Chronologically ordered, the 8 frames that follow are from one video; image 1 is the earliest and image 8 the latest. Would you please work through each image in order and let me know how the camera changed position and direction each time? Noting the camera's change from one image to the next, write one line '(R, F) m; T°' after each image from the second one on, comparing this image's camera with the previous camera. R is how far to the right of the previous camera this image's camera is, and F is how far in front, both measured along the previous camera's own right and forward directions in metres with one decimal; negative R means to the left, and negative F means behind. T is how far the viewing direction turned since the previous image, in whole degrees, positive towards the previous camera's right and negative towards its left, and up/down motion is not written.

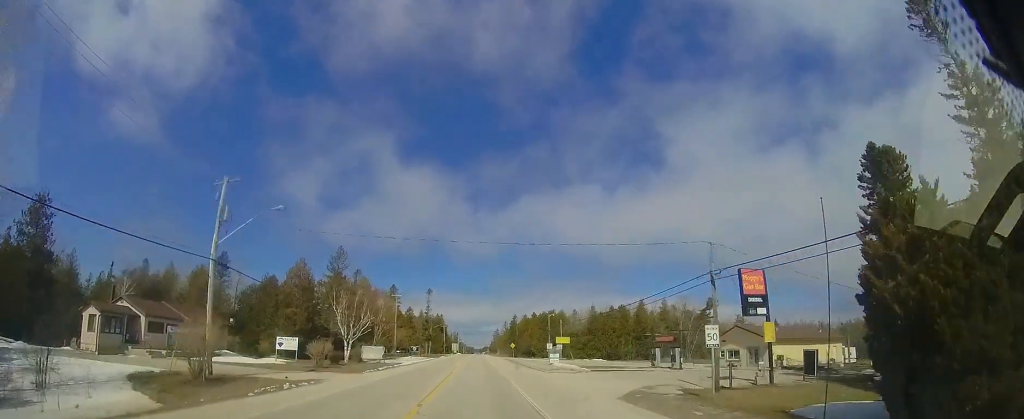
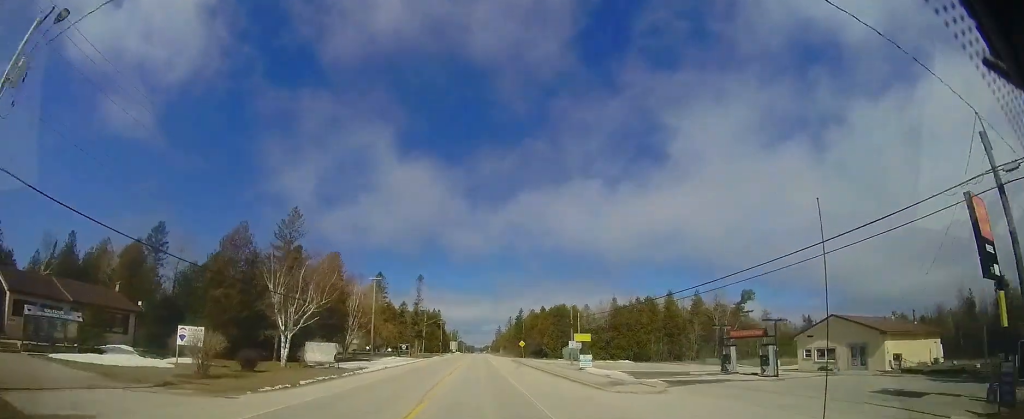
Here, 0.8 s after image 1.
(0.0, +13.7) m; +1°
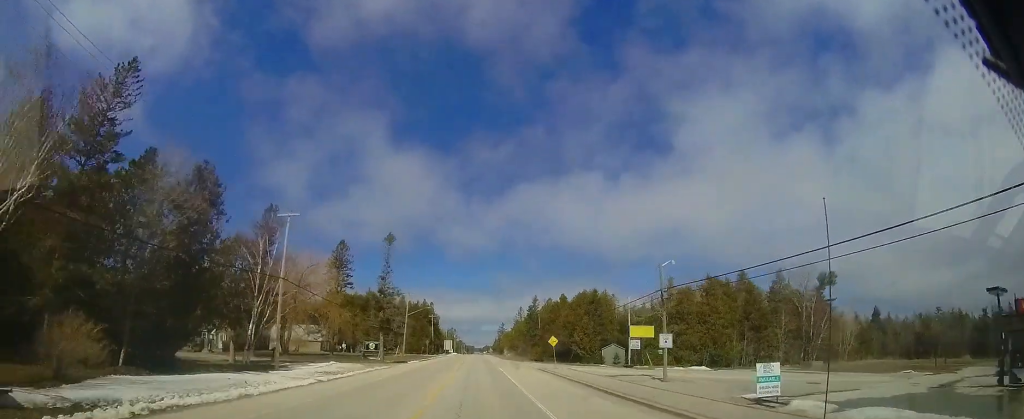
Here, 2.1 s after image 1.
(+0.3, +23.1) m; +1°
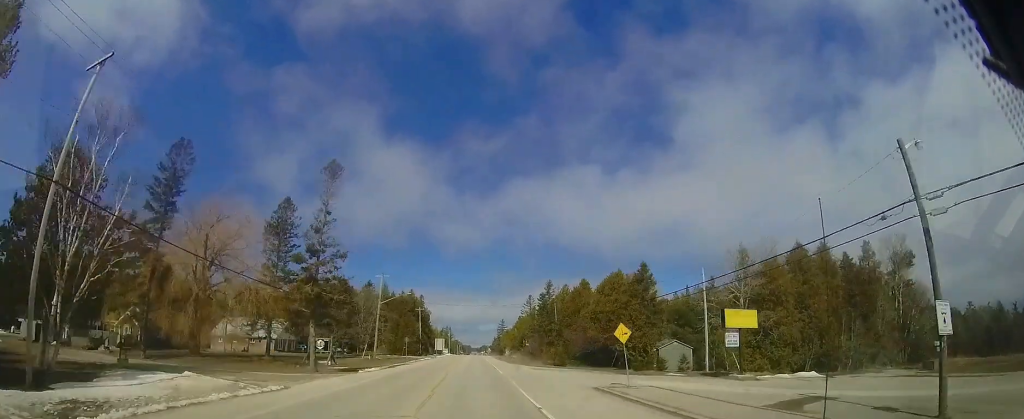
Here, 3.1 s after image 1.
(0.0, +16.7) m; 0°
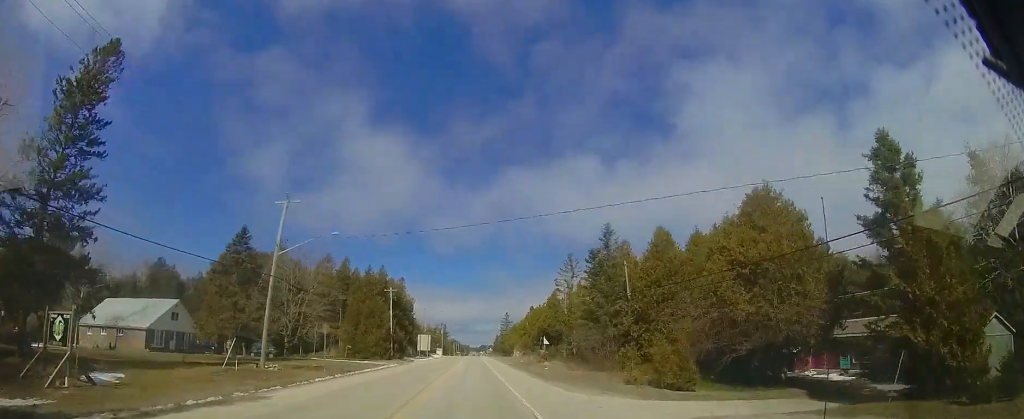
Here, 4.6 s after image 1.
(0.0, +25.9) m; 0°
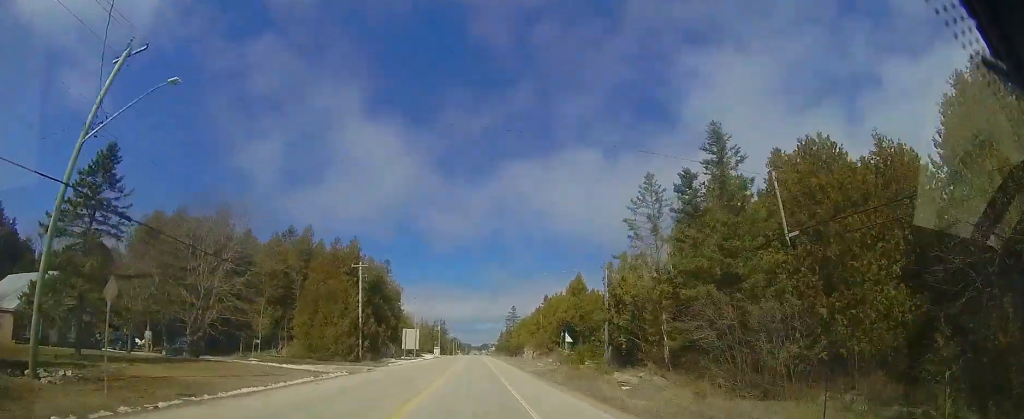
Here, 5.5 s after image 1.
(0.0, +15.0) m; 0°
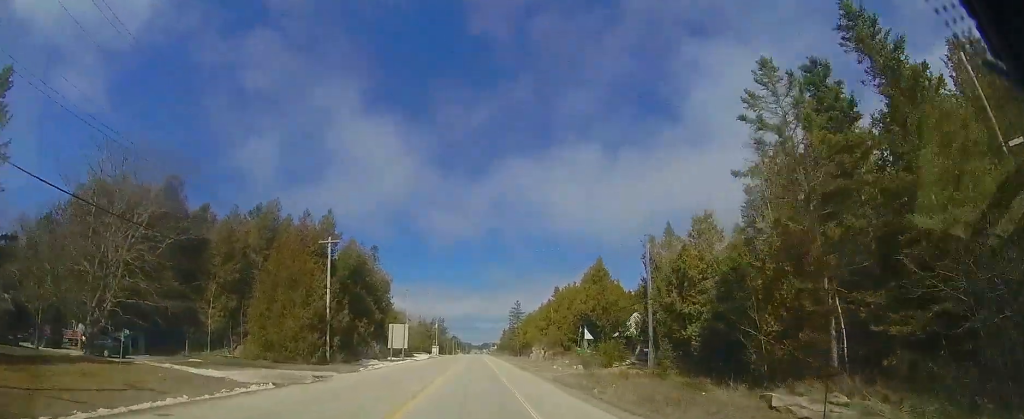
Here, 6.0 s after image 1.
(0.0, +8.6) m; 0°
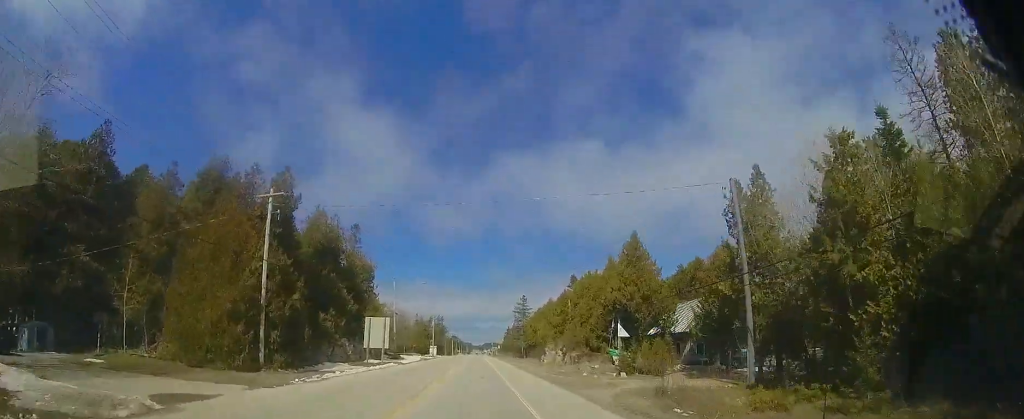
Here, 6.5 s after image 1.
(0.0, +9.8) m; 0°
